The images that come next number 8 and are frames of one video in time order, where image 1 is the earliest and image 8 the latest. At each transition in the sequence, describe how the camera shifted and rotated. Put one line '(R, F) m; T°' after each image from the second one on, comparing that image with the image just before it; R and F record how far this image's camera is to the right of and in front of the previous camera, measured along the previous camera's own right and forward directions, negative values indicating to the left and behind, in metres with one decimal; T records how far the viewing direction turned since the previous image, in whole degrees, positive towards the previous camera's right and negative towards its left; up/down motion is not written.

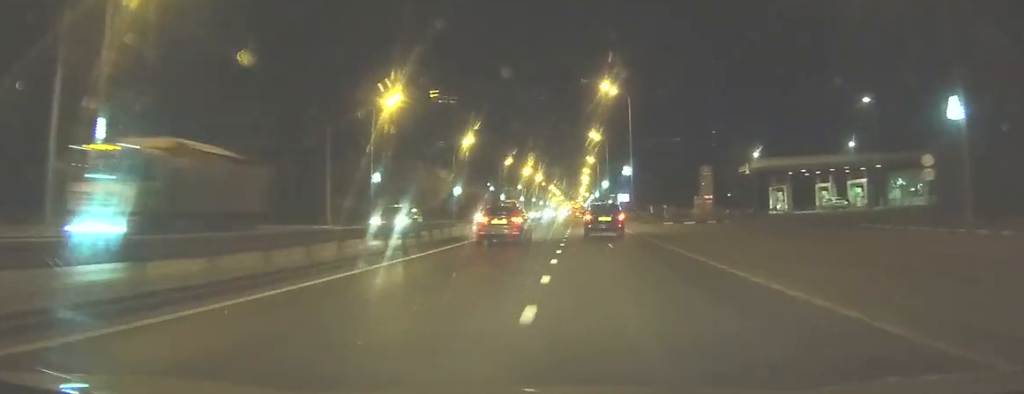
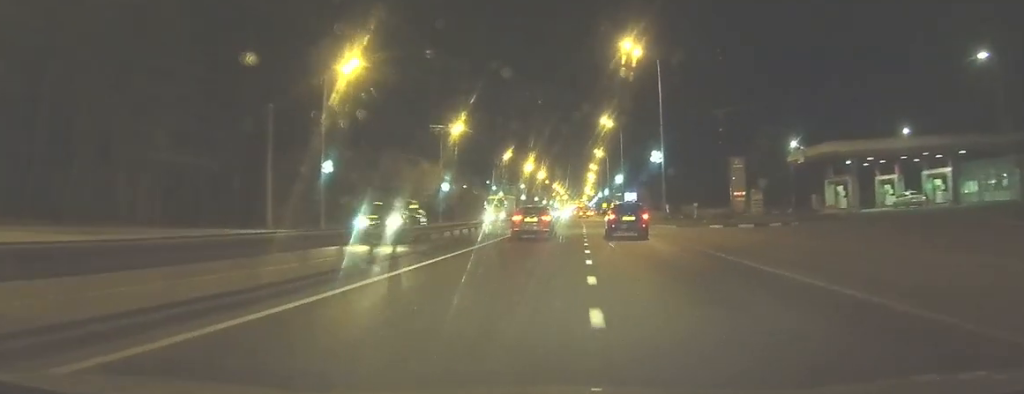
(0.0, +16.1) m; 0°
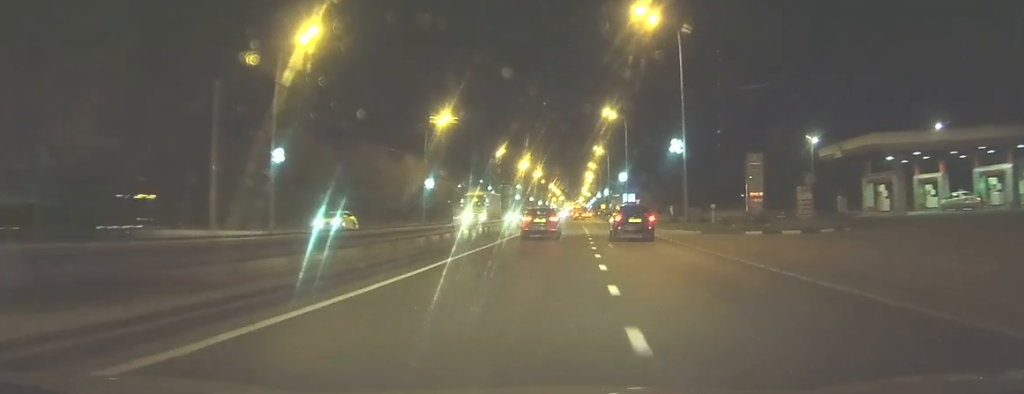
(0.0, +9.1) m; 0°
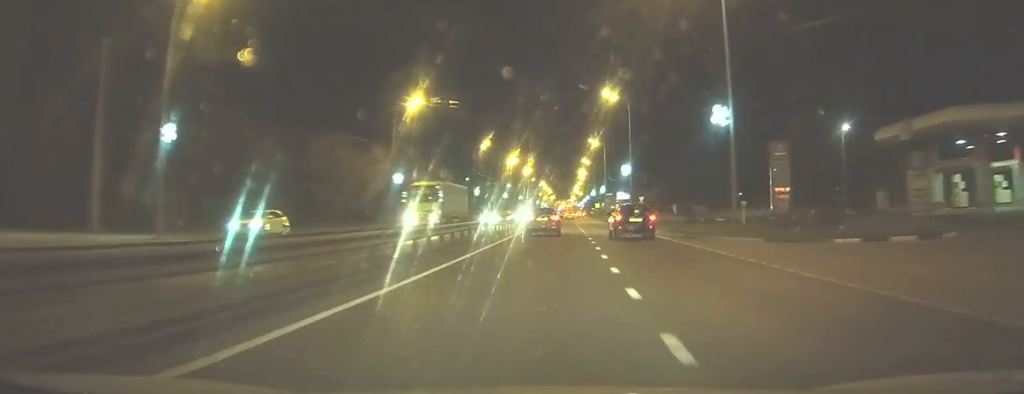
(0.0, +12.4) m; 0°
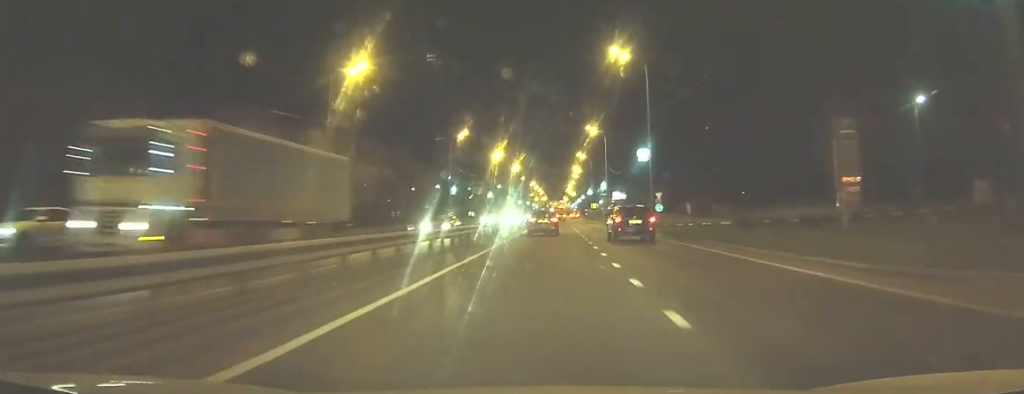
(+0.1, +18.4) m; +1°
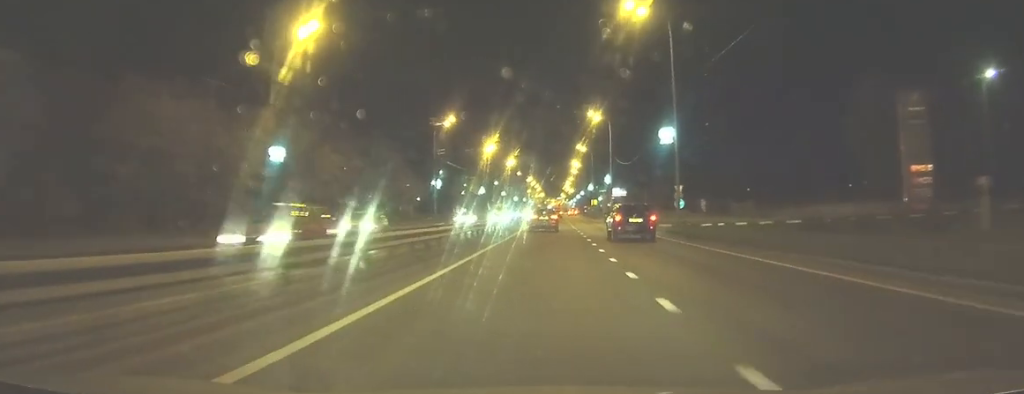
(+0.1, +10.9) m; 0°
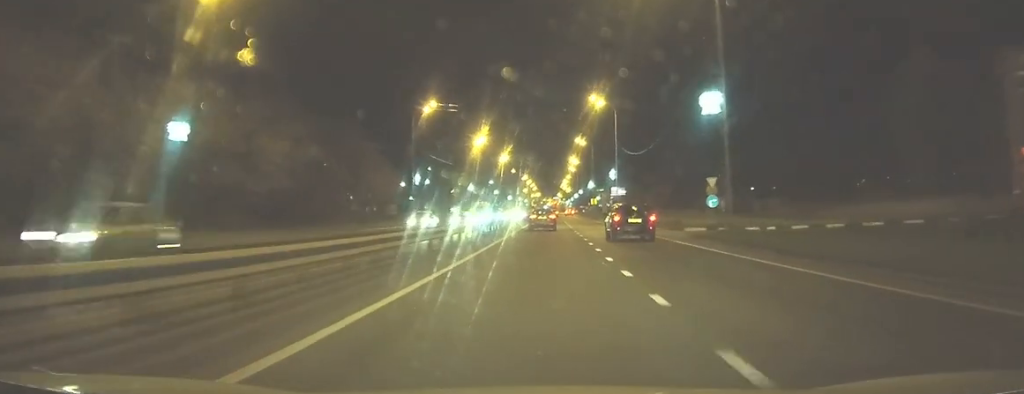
(0.0, +11.5) m; 0°
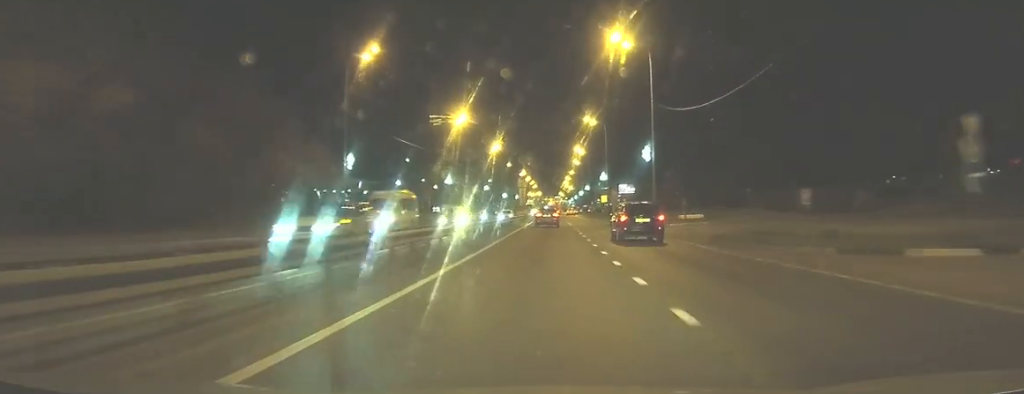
(-0.1, +25.2) m; 0°
